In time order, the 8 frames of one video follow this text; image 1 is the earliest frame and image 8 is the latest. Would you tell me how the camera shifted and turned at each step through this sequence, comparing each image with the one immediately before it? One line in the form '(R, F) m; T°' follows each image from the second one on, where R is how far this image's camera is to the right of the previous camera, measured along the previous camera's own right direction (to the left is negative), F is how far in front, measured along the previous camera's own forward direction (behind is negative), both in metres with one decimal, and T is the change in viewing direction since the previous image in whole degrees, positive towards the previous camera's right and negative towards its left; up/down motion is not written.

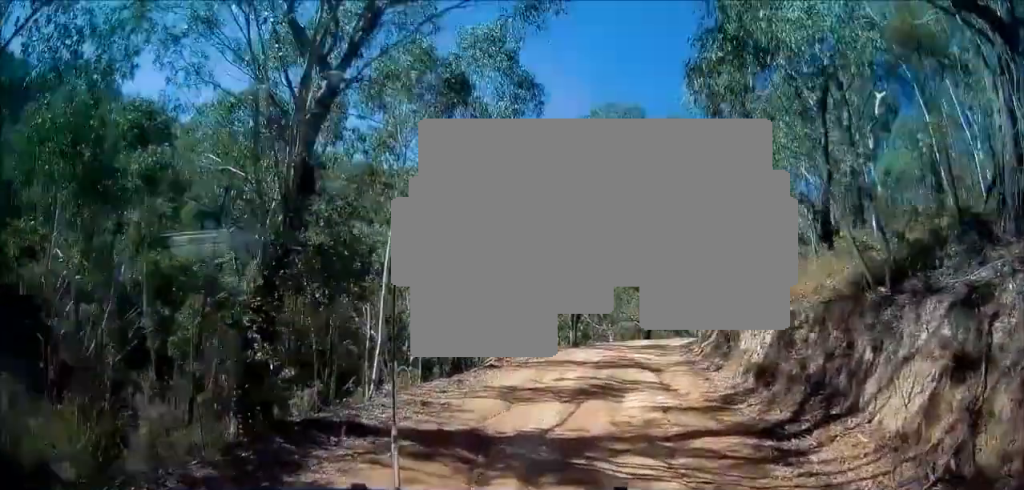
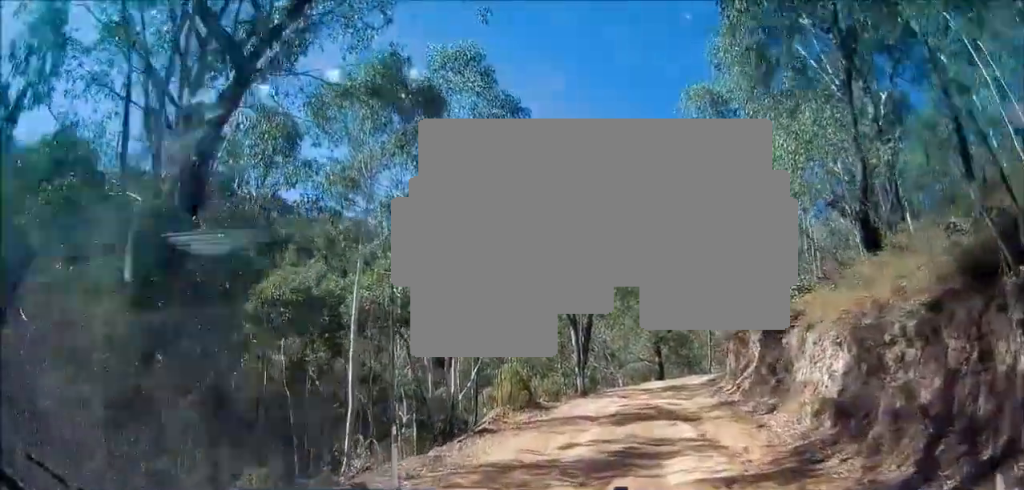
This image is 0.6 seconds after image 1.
(+0.1, +2.7) m; +1°
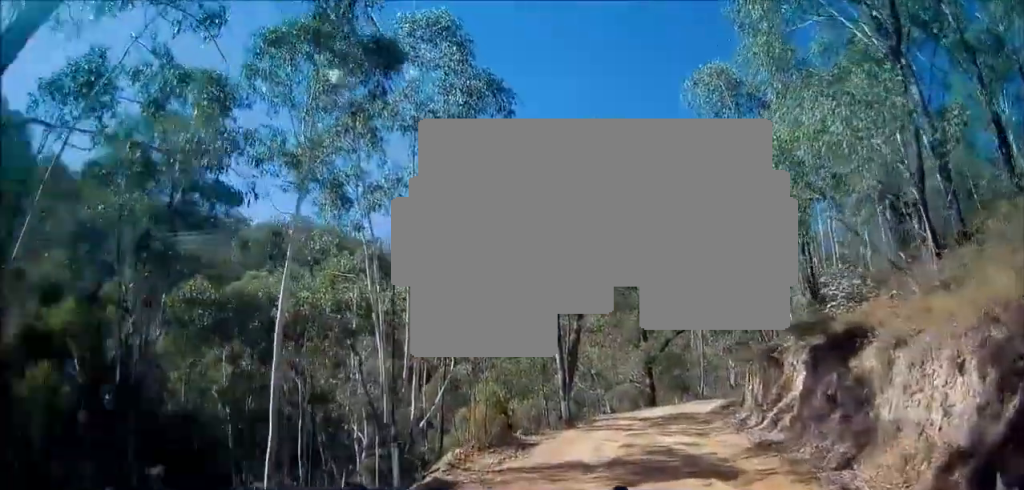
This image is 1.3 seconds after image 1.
(-0.1, +3.1) m; -3°
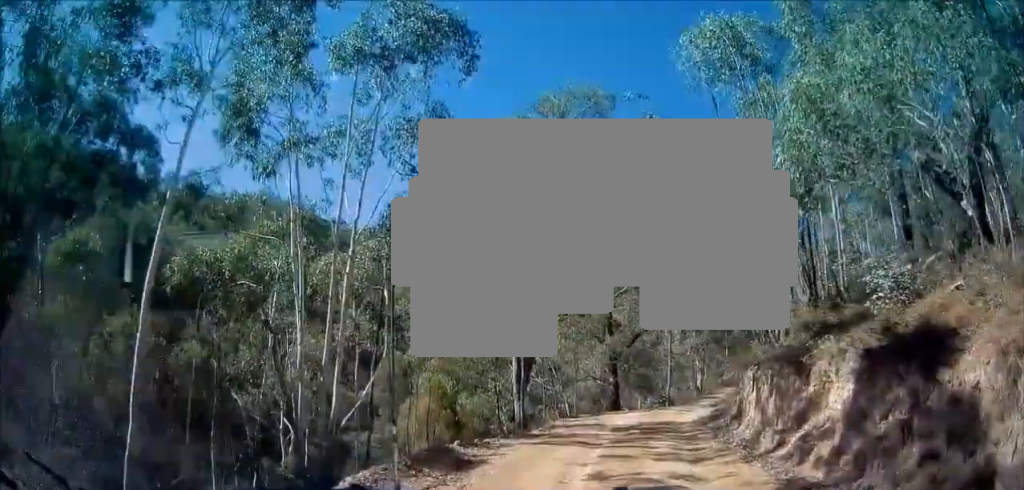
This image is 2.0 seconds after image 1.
(-0.1, +2.8) m; +2°
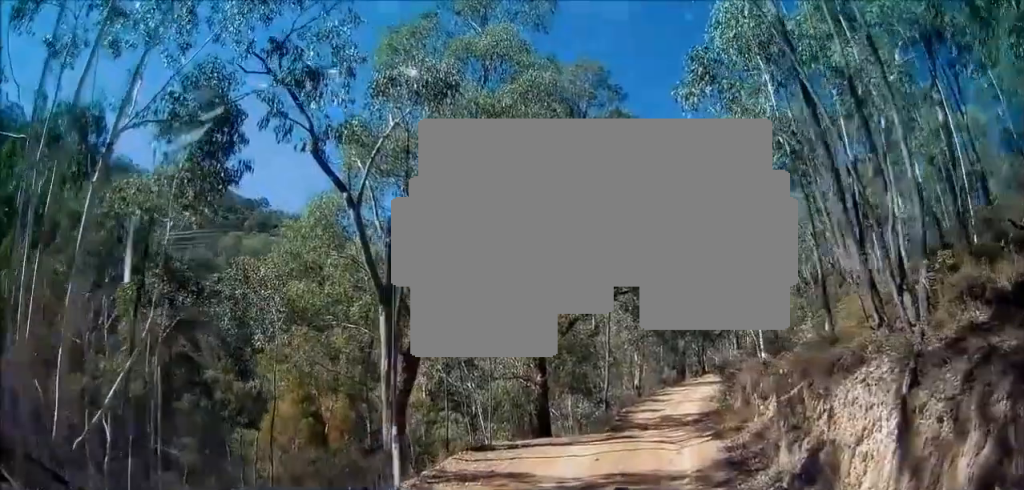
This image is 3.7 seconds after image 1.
(+0.8, +6.4) m; +14°
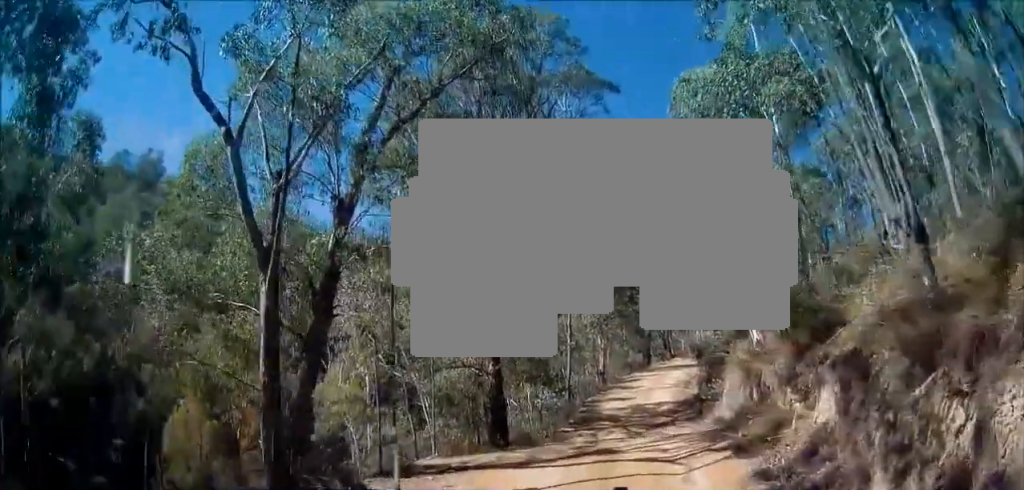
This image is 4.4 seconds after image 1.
(+0.1, +3.0) m; +2°
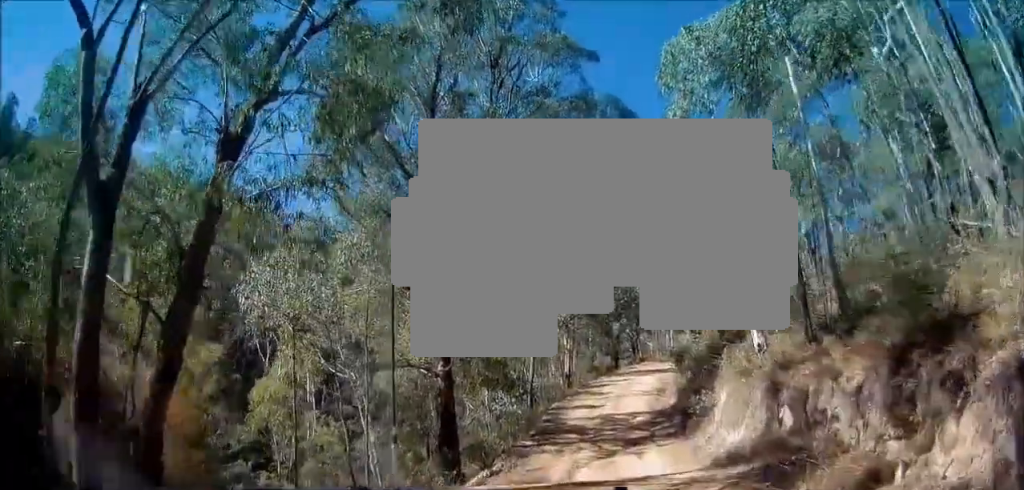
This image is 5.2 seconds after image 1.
(0.0, +2.9) m; +2°
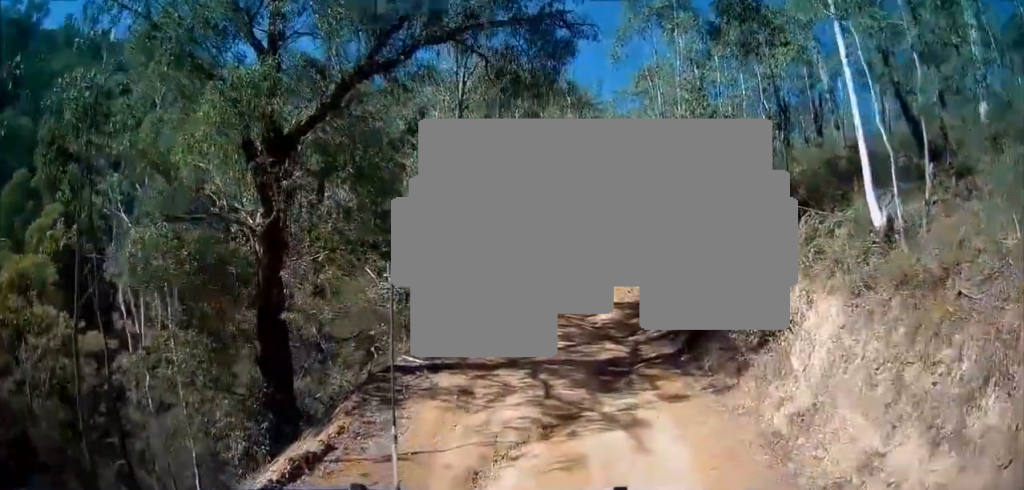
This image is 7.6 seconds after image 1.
(+0.2, +8.3) m; +2°
